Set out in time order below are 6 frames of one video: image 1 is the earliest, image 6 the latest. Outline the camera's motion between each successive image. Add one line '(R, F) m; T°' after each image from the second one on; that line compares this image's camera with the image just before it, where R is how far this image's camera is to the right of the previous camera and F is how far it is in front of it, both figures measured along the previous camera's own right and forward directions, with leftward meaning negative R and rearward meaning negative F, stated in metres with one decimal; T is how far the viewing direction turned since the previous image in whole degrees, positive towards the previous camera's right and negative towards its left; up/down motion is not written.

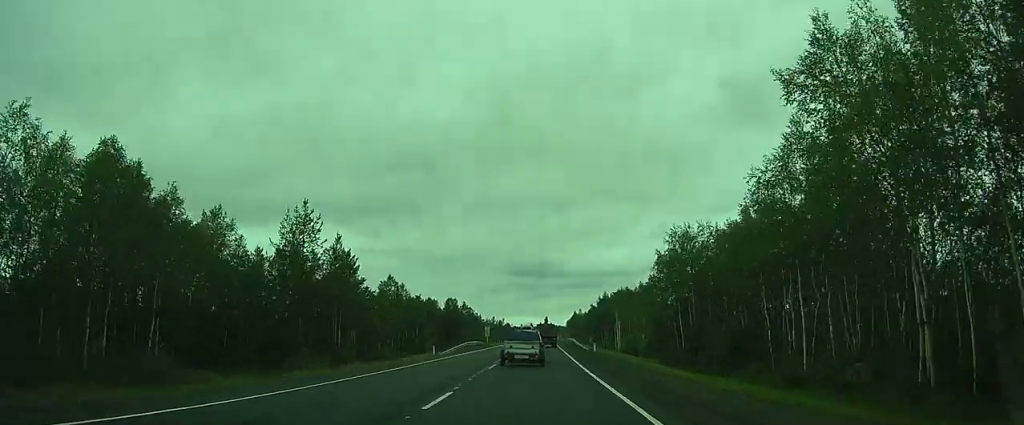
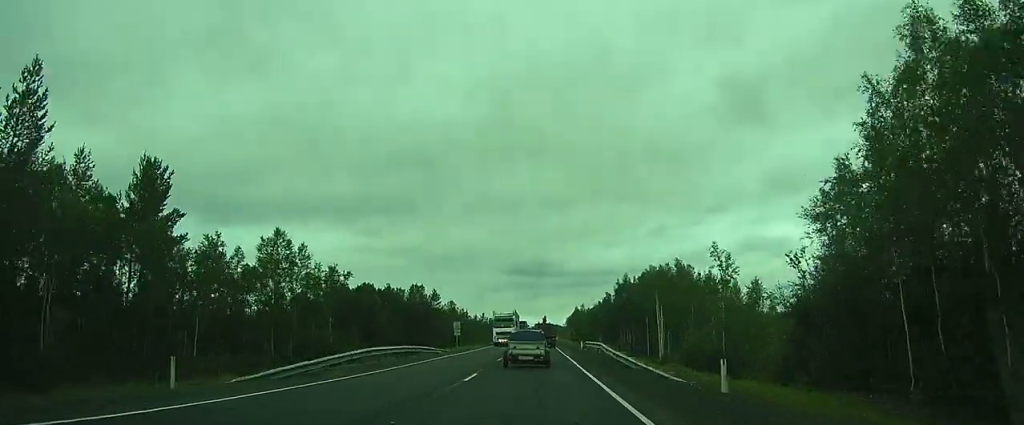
(-0.3, +26.3) m; -3°
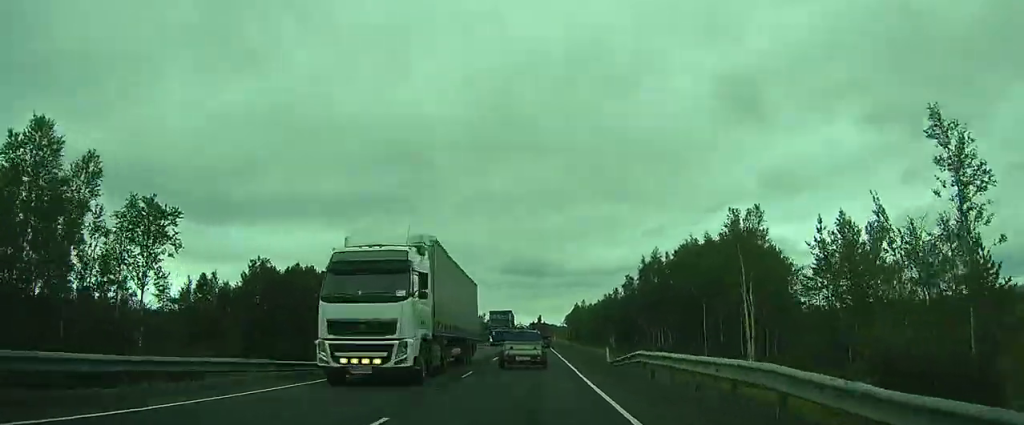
(-1.1, +20.4) m; -3°
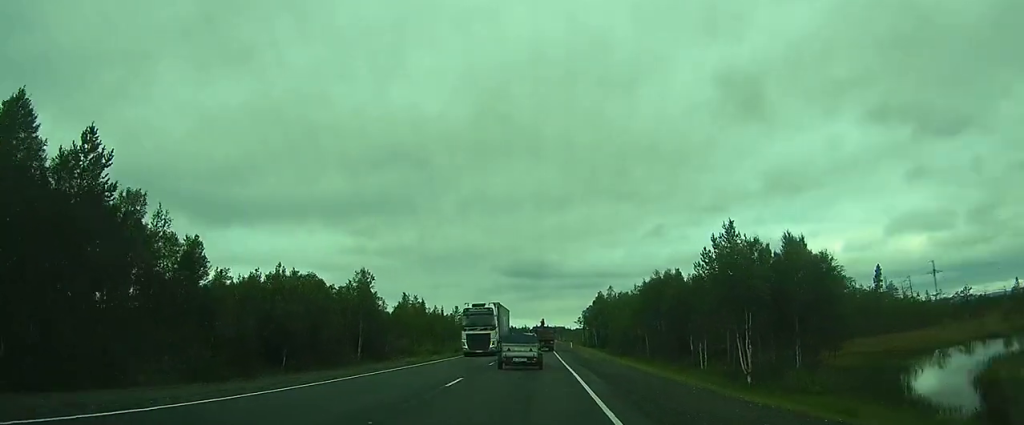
(-0.7, +53.2) m; +1°
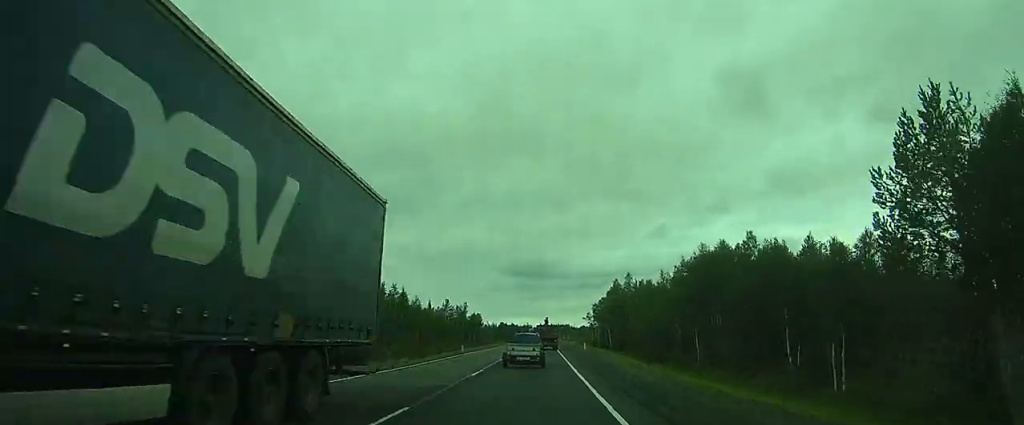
(+0.6, +19.6) m; +2°
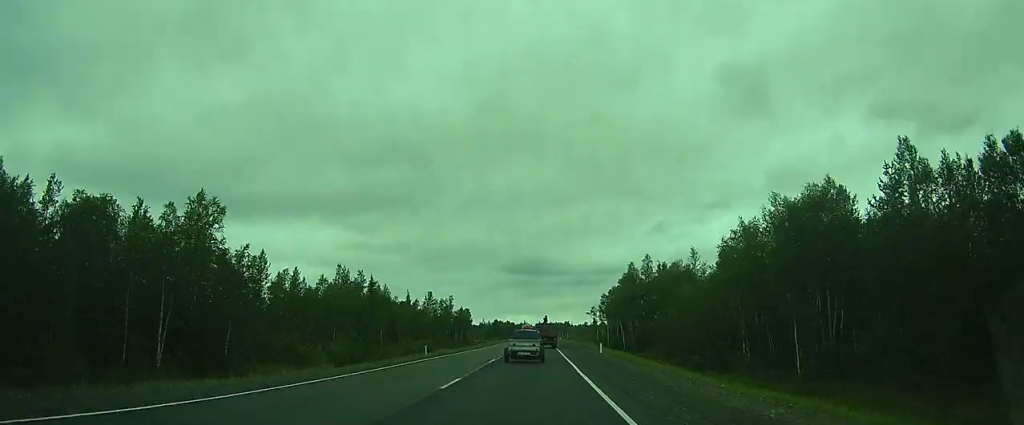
(+0.1, +17.0) m; 0°
